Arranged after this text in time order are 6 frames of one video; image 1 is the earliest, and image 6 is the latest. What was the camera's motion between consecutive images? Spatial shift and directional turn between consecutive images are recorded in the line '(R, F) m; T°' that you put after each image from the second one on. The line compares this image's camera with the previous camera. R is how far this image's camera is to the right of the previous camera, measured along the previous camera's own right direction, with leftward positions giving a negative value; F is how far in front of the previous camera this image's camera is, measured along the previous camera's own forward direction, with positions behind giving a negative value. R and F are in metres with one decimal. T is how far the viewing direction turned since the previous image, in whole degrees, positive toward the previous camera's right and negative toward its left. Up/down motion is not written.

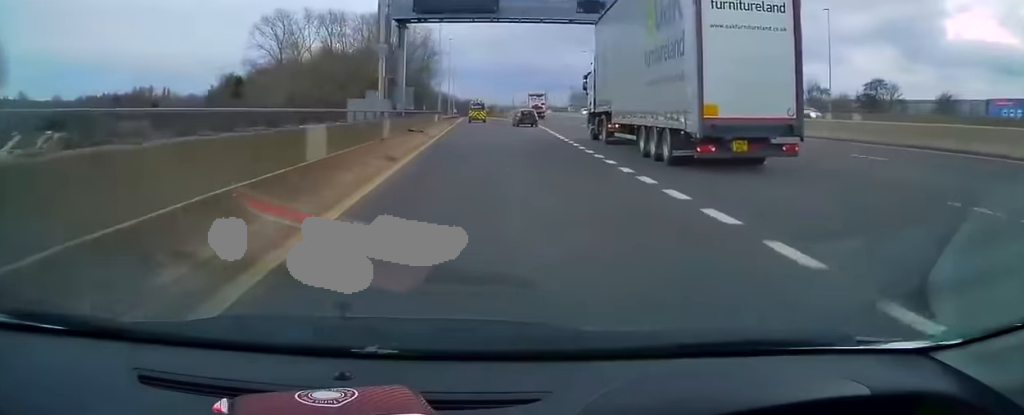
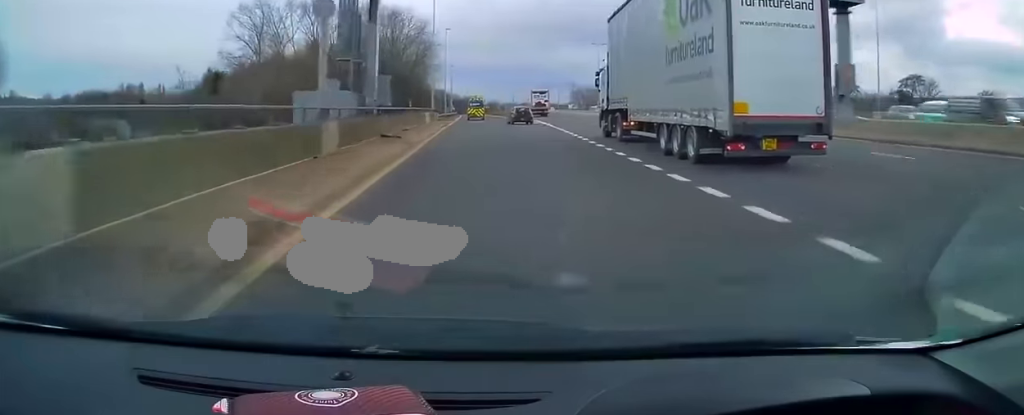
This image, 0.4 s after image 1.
(0.0, +9.9) m; 0°
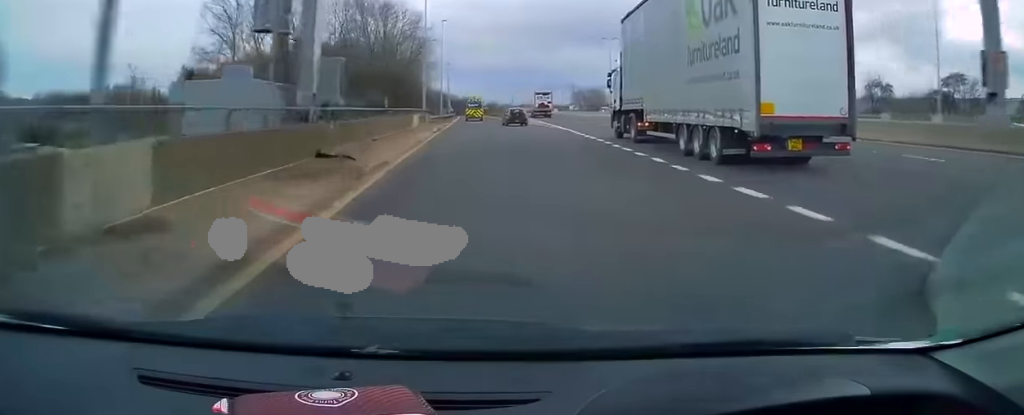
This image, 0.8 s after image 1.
(0.0, +9.9) m; 0°
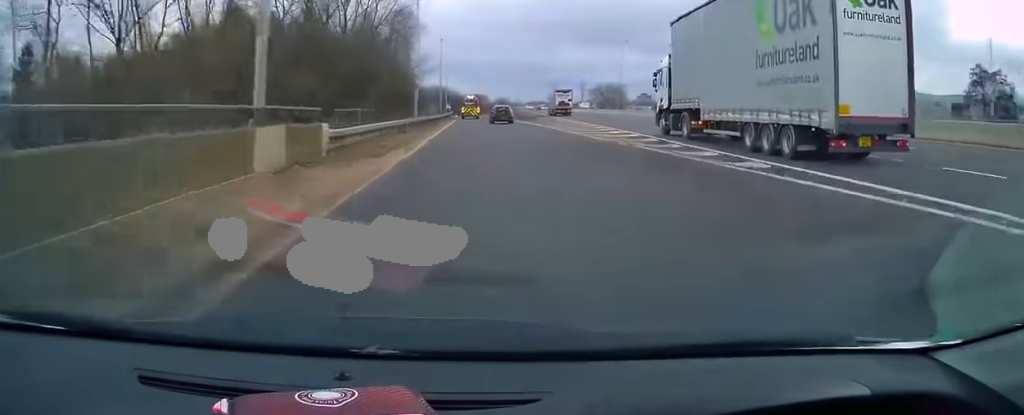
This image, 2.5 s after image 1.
(-0.2, +40.2) m; 0°
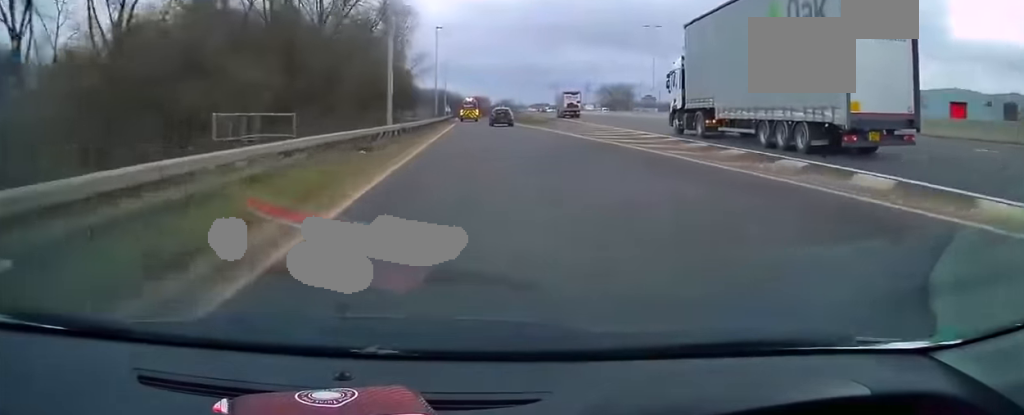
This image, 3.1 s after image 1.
(0.0, +14.1) m; 0°
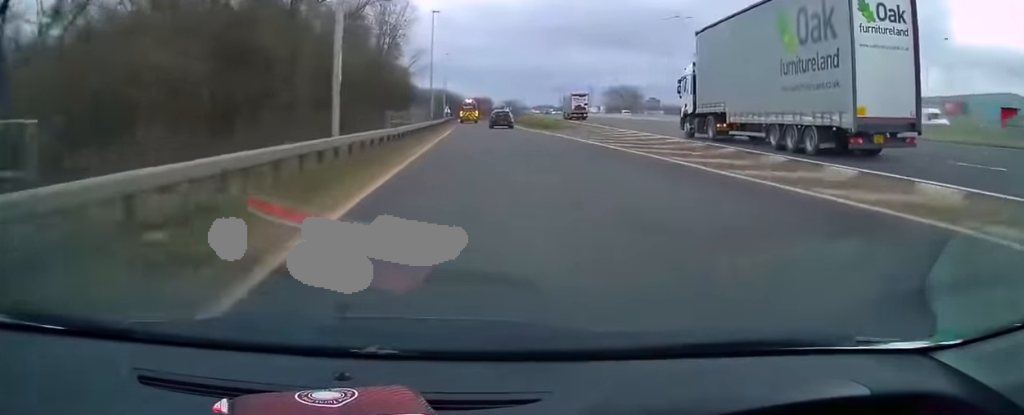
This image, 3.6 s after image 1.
(+0.1, +11.4) m; 0°
